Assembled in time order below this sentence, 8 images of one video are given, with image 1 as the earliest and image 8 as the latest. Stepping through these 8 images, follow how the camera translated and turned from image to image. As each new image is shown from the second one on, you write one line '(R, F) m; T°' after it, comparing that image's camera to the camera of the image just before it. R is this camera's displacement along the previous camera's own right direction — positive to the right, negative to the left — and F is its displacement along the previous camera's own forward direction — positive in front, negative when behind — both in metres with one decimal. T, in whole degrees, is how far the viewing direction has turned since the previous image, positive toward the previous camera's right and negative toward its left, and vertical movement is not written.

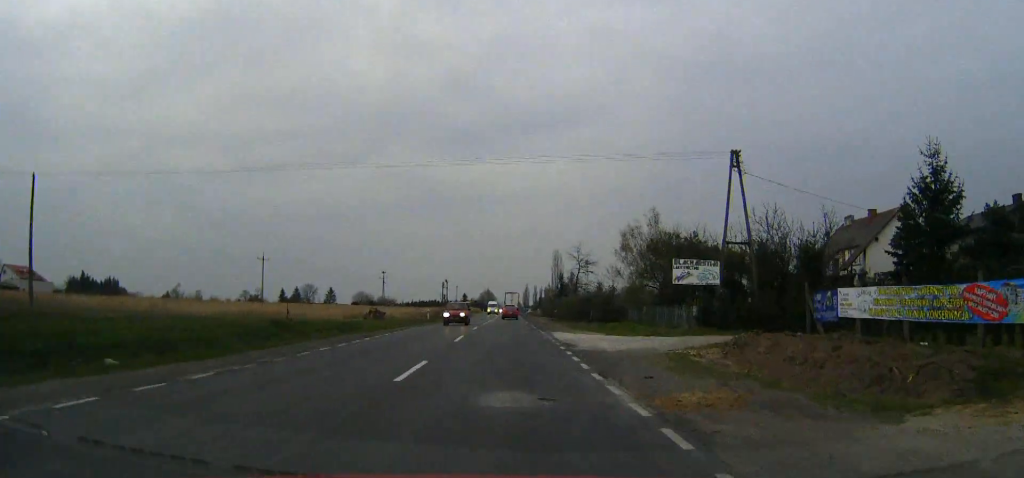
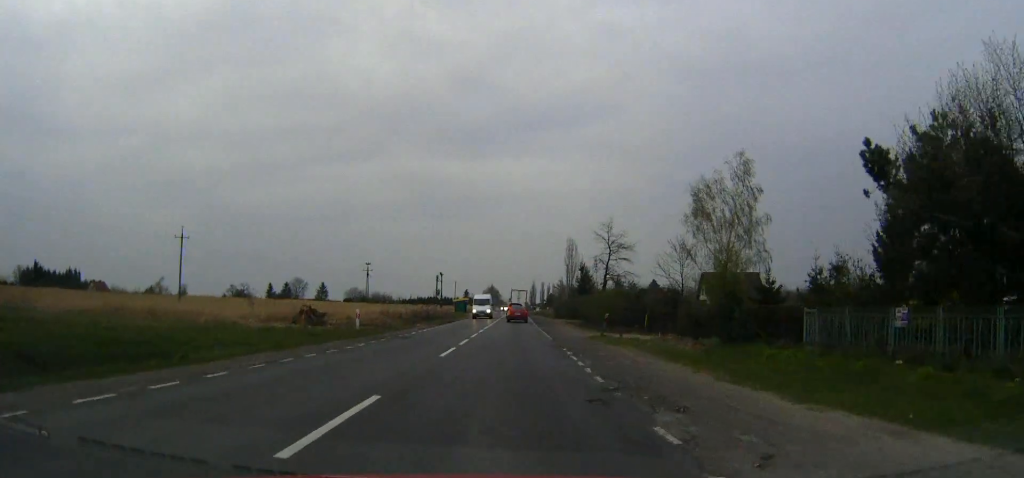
(-0.1, +29.8) m; 0°
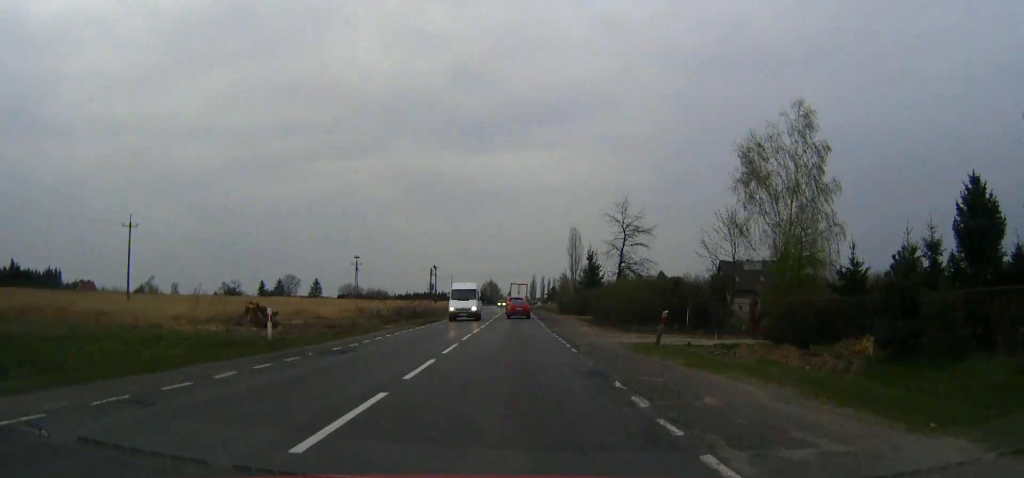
(0.0, +11.8) m; 0°
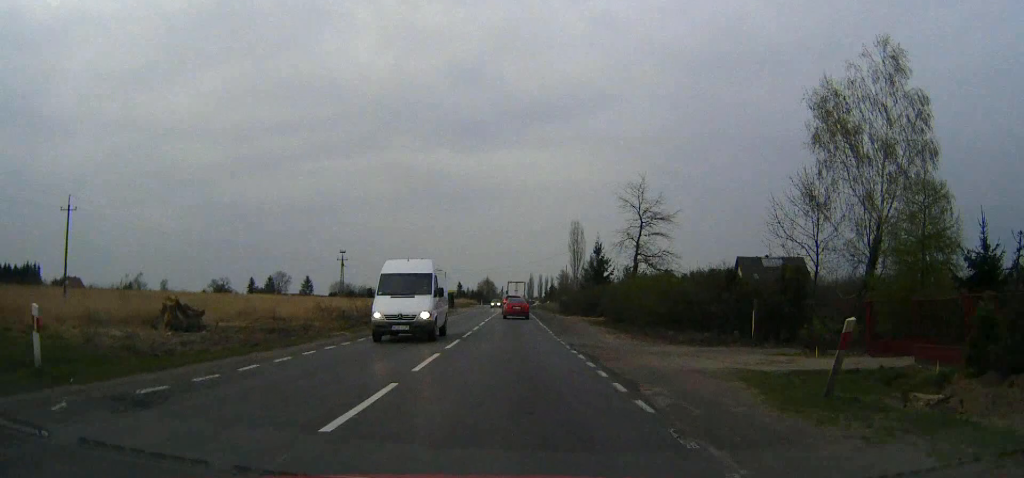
(0.0, +10.8) m; 0°
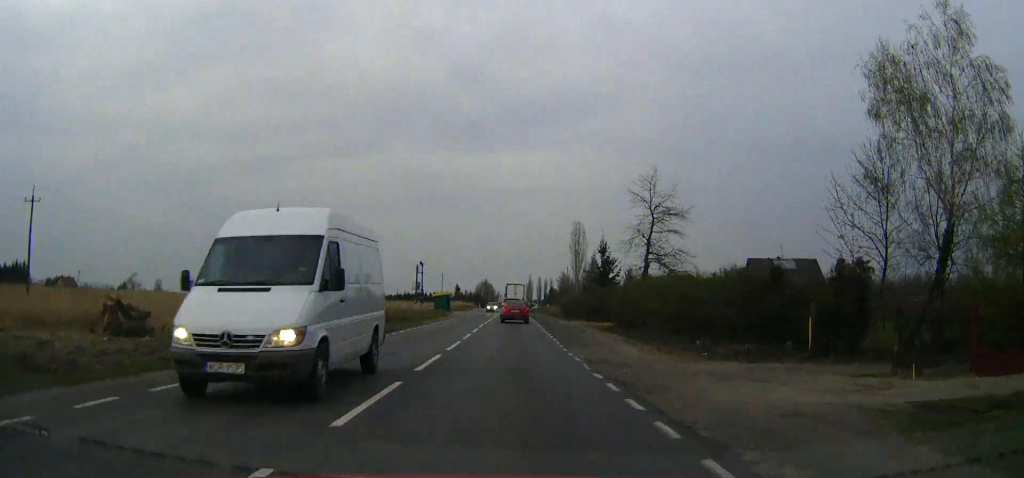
(0.0, +5.5) m; 0°
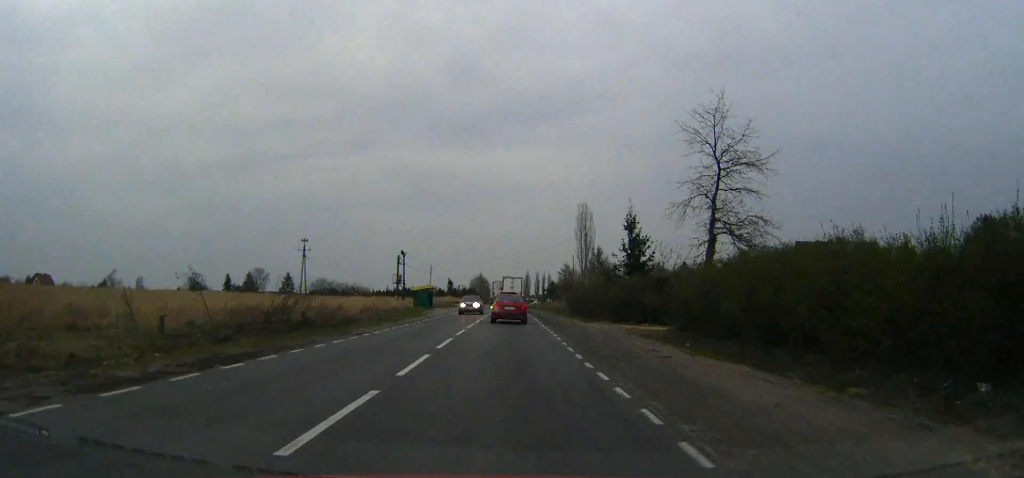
(0.0, +19.5) m; 0°
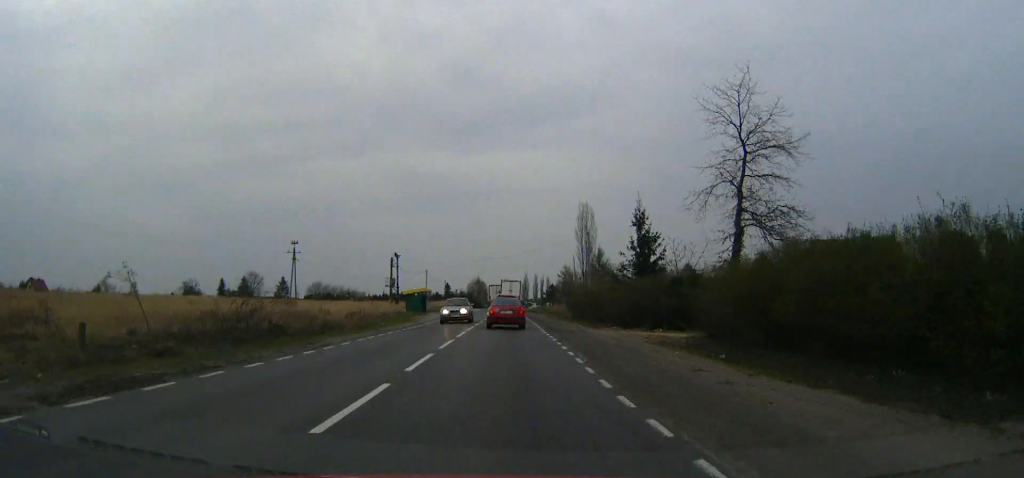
(0.0, +4.9) m; 0°
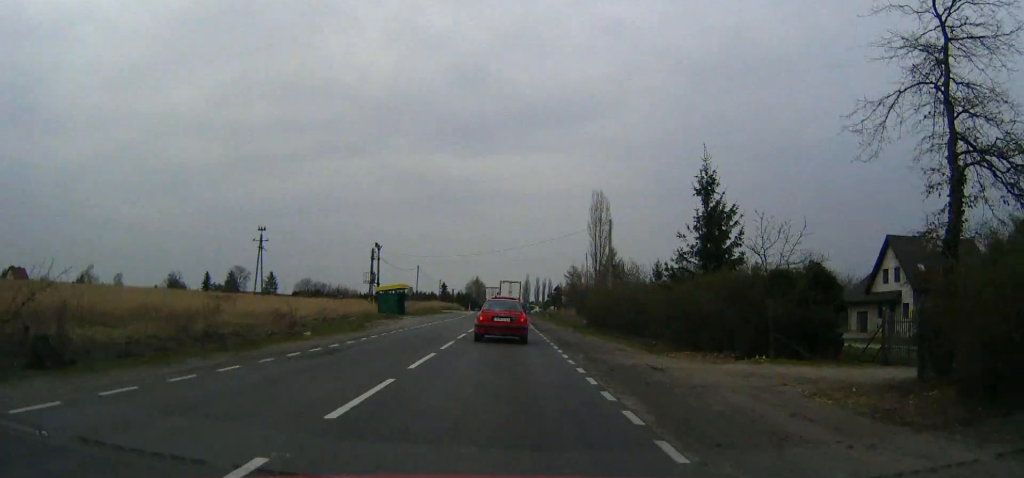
(0.0, +17.1) m; 0°
